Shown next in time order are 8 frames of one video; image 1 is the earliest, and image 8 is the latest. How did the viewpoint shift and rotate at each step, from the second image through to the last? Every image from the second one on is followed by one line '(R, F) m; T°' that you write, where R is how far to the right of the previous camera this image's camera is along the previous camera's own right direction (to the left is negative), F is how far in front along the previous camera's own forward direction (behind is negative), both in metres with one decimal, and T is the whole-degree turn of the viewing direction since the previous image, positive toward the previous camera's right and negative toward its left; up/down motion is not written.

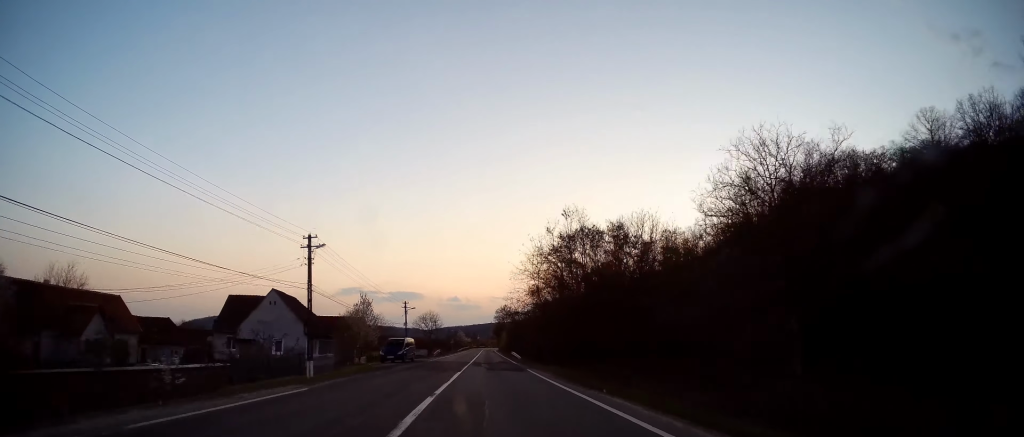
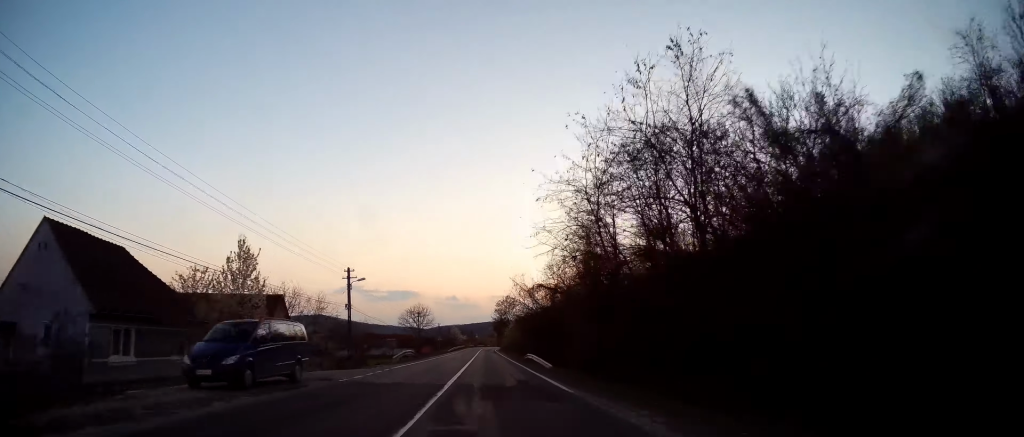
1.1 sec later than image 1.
(0.0, +27.0) m; -1°
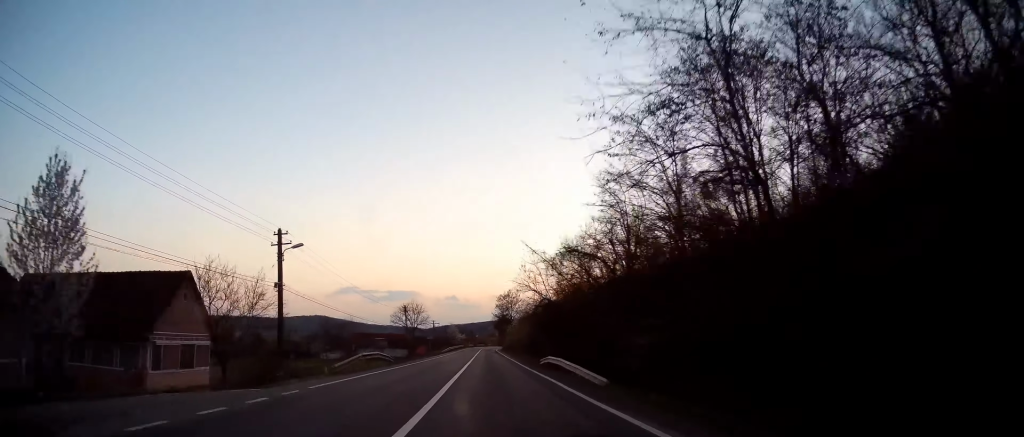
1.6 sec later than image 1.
(+0.1, +13.1) m; -1°
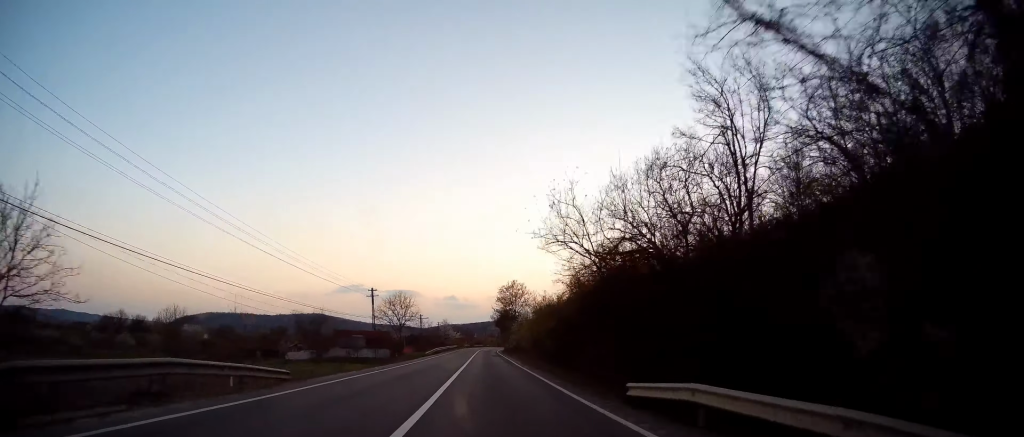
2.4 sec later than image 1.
(-0.4, +19.8) m; 0°
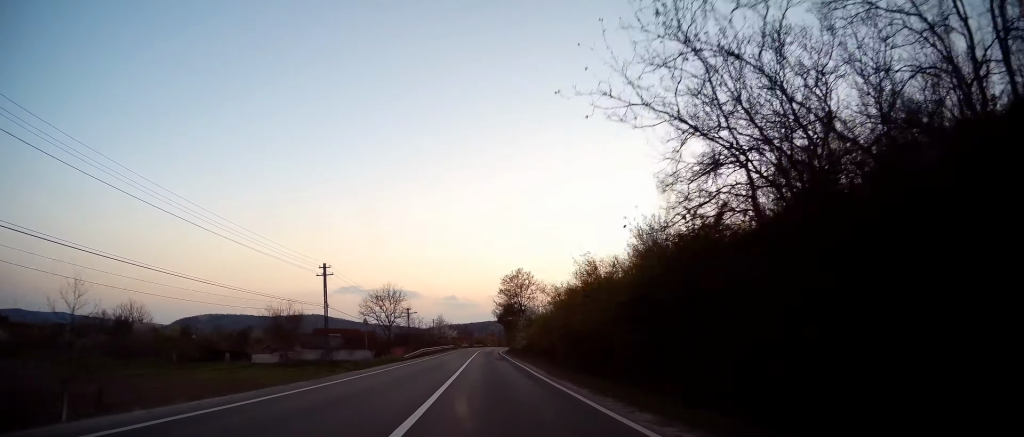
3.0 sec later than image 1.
(+0.2, +14.9) m; +1°
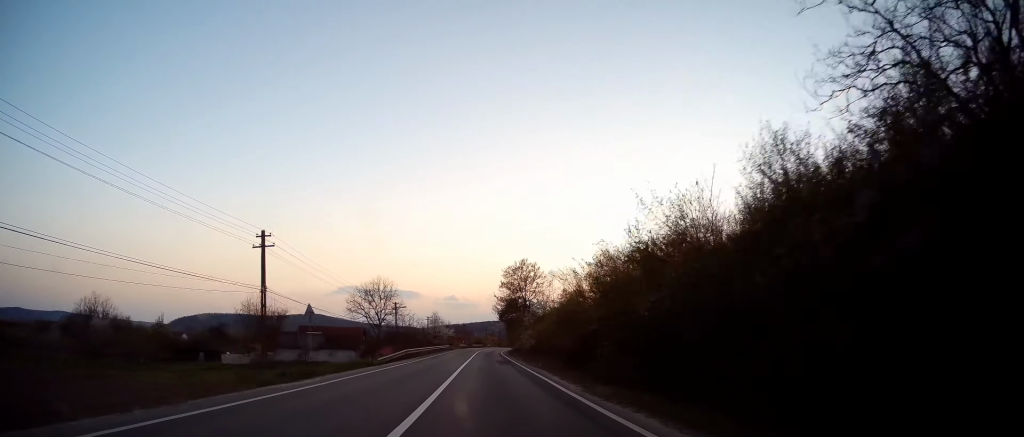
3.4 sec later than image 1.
(+0.1, +9.9) m; +1°
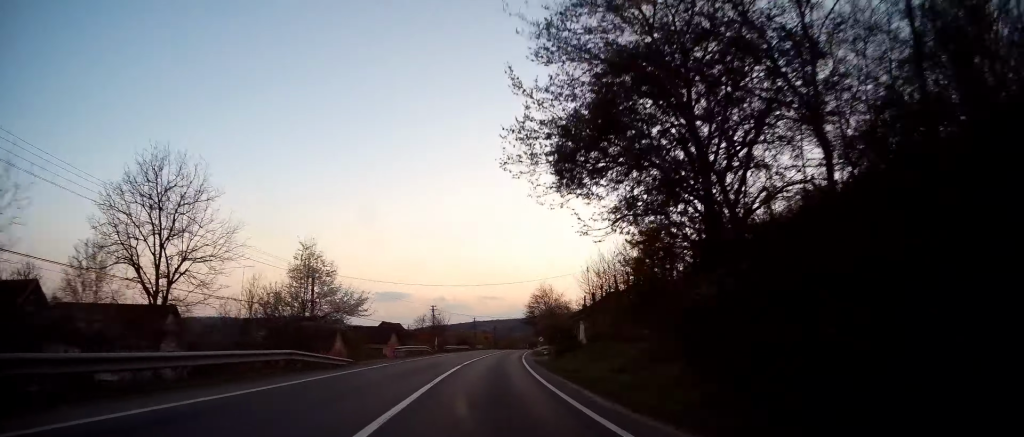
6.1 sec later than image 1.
(+0.3, +65.6) m; 0°
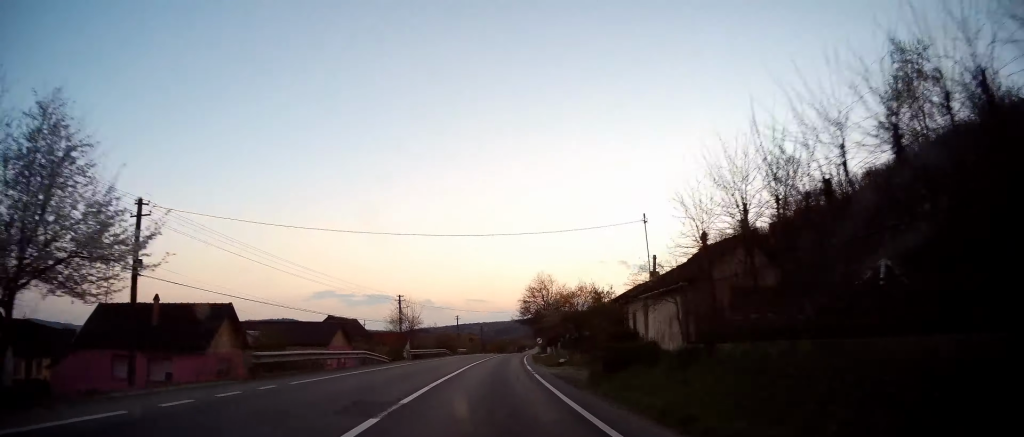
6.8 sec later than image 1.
(0.0, +19.2) m; +1°
